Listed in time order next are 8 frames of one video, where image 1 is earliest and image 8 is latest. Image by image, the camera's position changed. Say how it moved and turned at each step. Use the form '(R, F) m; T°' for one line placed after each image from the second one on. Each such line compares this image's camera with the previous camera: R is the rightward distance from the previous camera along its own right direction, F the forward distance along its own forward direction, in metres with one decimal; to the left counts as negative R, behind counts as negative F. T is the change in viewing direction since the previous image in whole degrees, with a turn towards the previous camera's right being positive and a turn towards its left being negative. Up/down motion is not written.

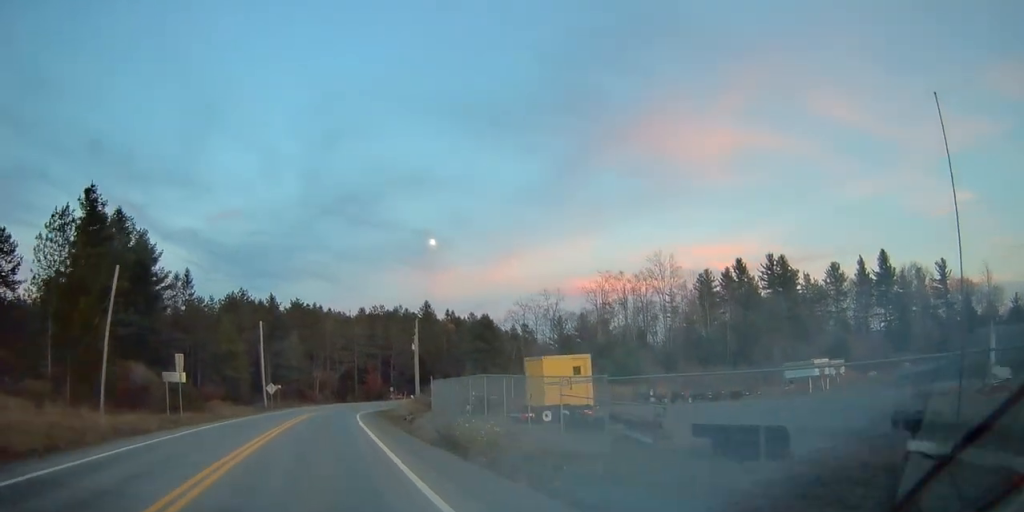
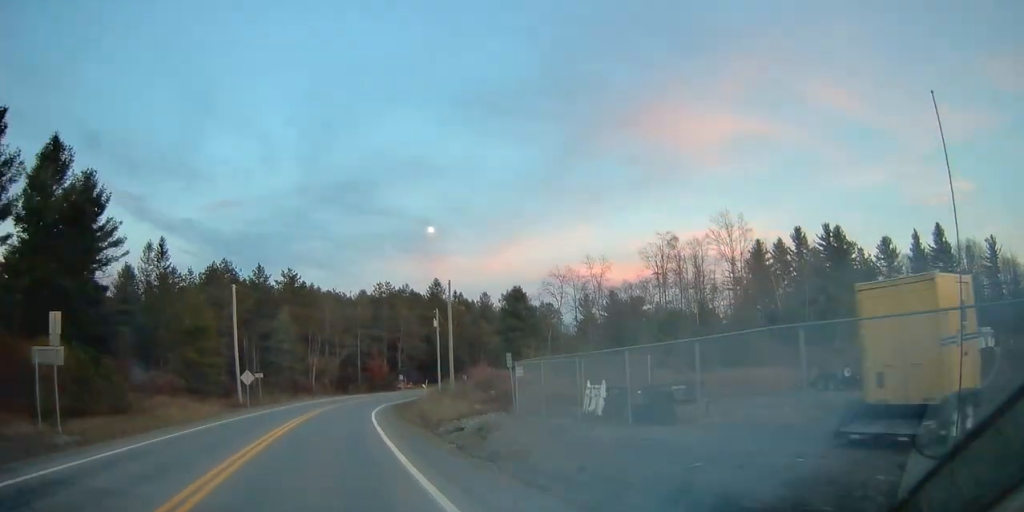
(+0.4, +18.6) m; +1°
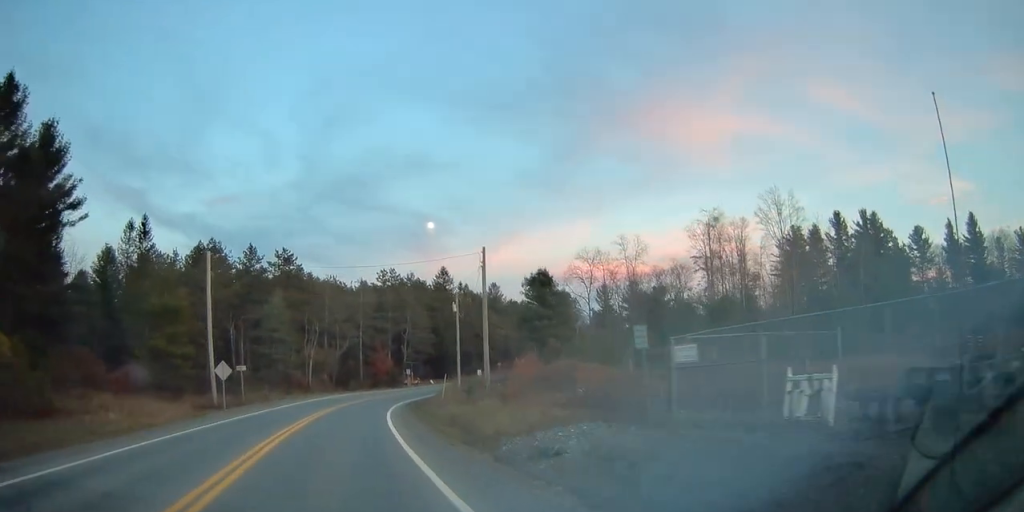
(-0.3, +10.8) m; 0°
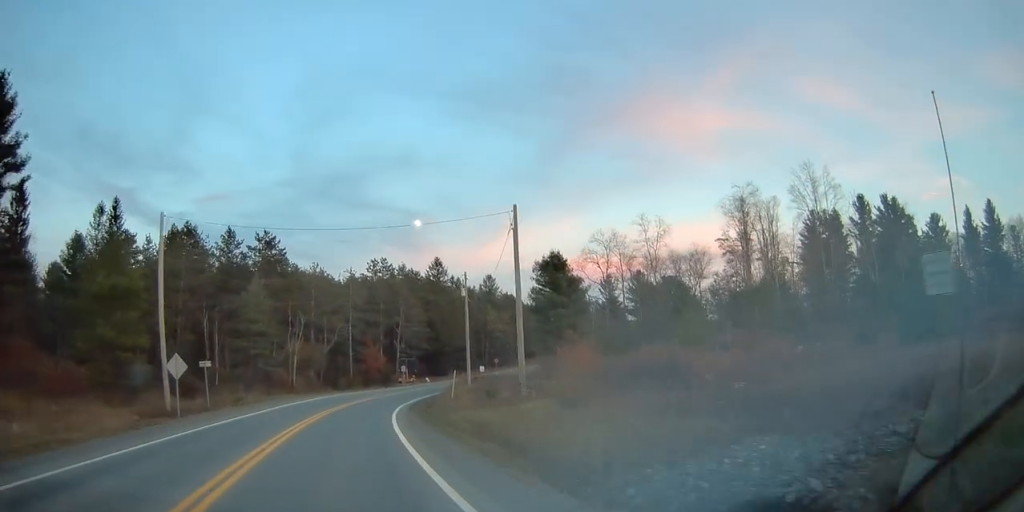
(0.0, +9.0) m; +1°
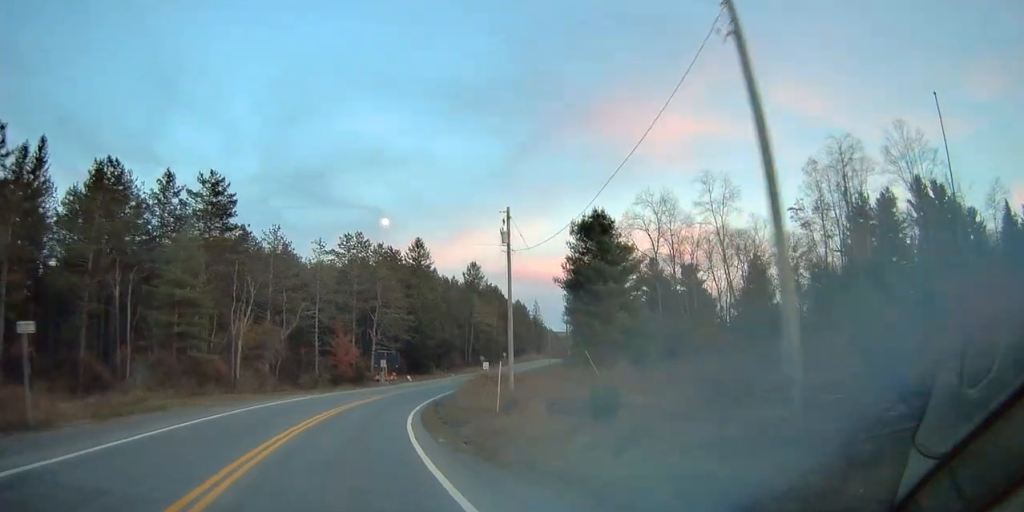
(+0.4, +19.3) m; +3°
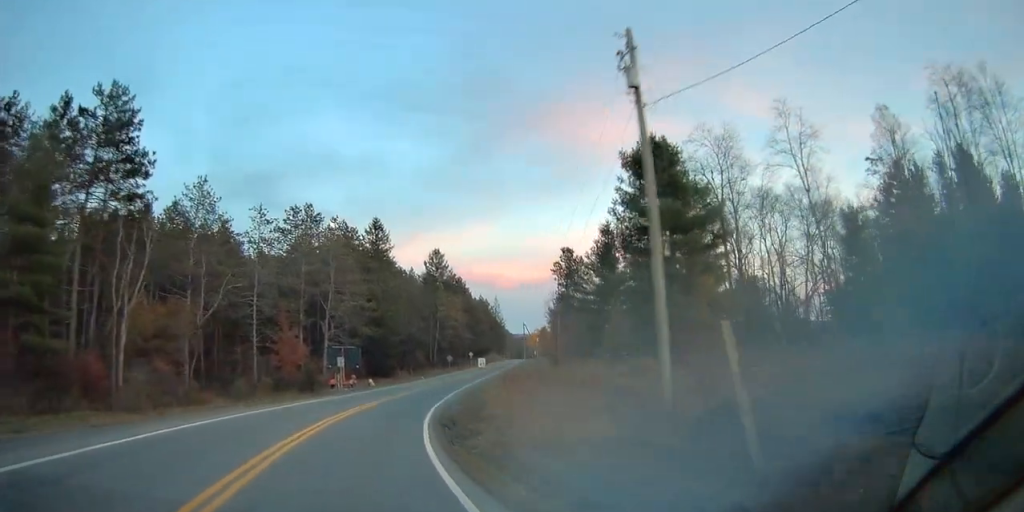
(+0.6, +17.9) m; +5°
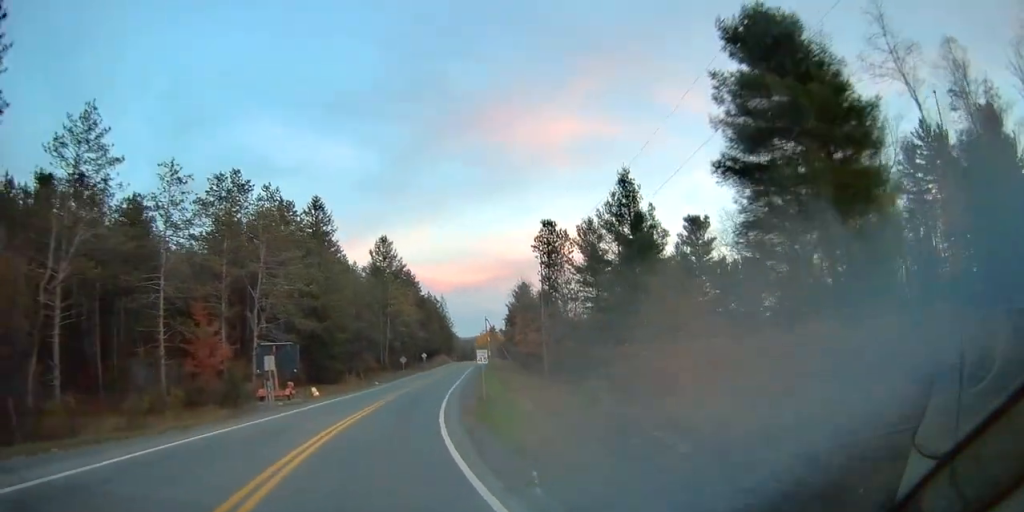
(+0.7, +16.5) m; +5°
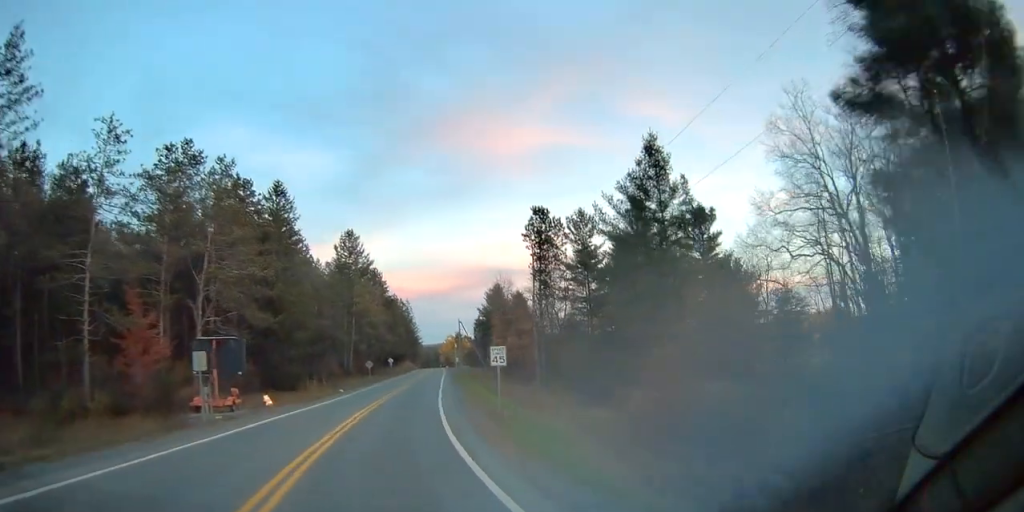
(+0.4, +9.6) m; +3°
